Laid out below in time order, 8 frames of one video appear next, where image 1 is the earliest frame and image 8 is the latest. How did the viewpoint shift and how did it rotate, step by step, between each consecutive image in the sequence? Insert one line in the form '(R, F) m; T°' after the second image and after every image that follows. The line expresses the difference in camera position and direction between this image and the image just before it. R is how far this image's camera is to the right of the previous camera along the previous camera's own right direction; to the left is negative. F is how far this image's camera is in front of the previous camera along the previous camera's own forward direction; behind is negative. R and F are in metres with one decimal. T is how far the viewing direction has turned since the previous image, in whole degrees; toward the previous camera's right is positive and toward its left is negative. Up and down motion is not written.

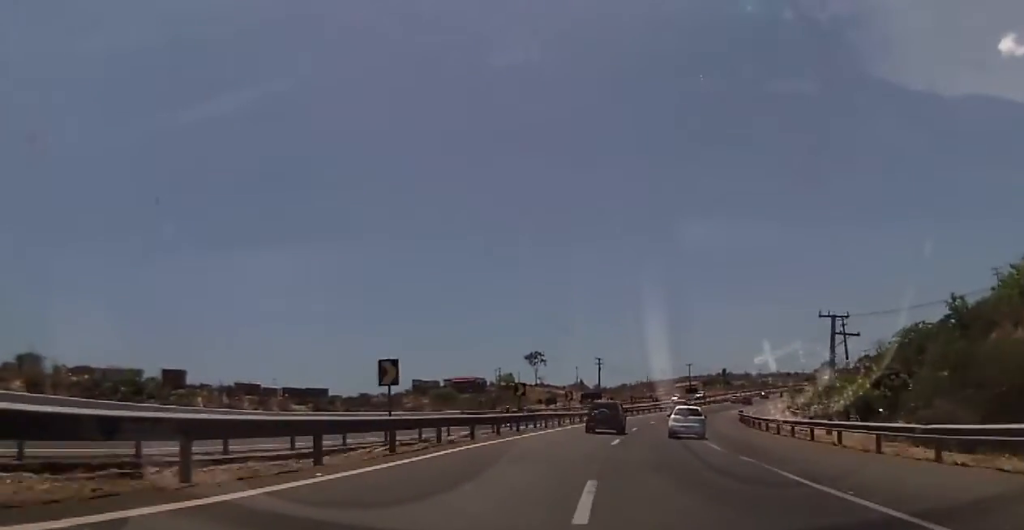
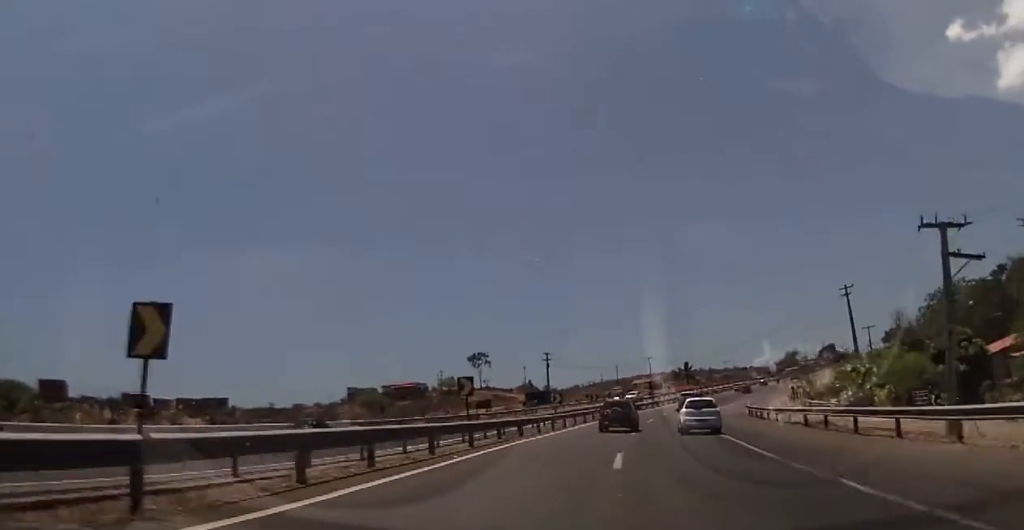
(+1.4, +26.6) m; +4°
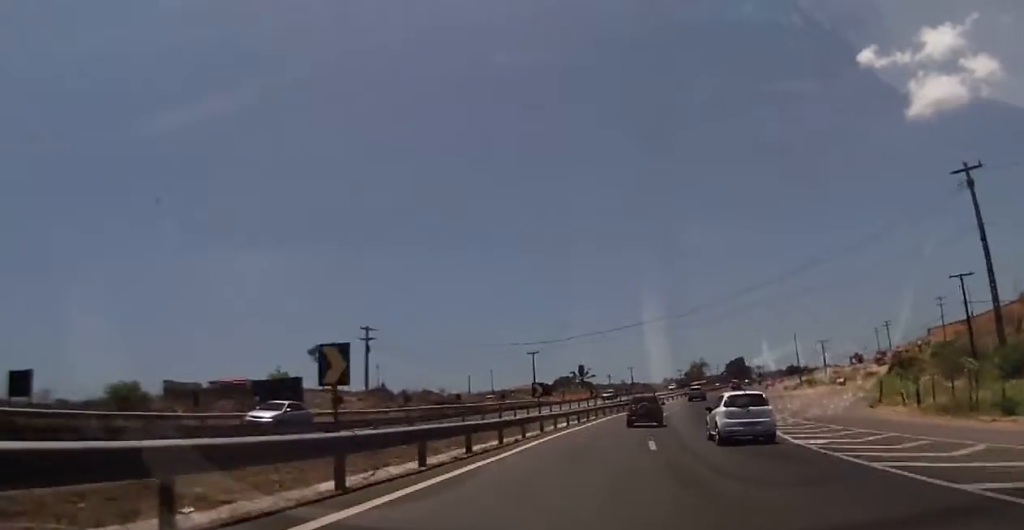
(+4.7, +61.7) m; +10°
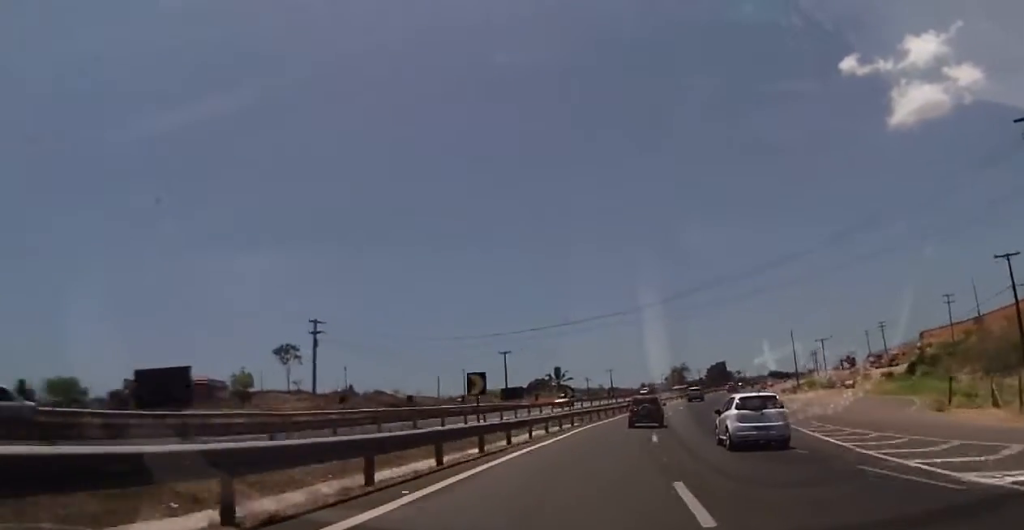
(0.0, +11.6) m; +2°
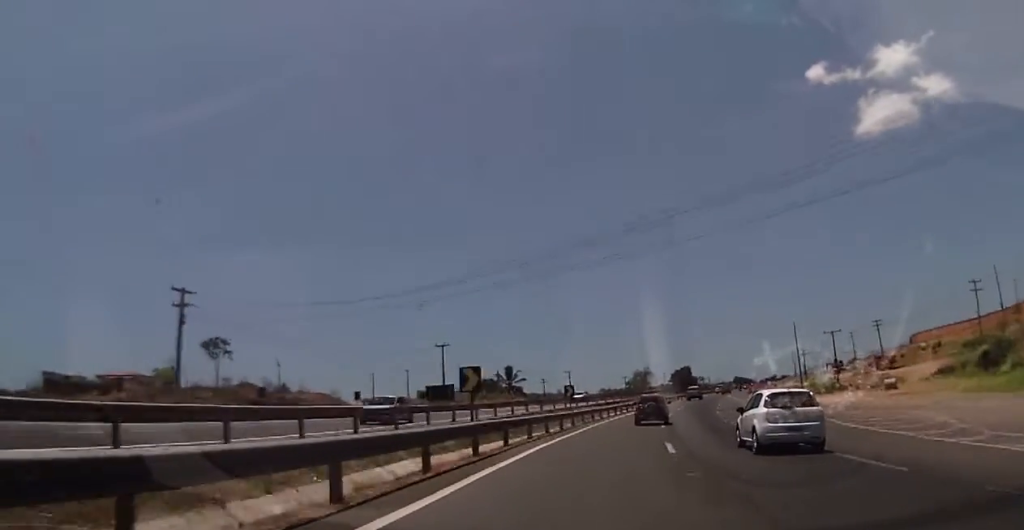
(+0.8, +22.6) m; +3°
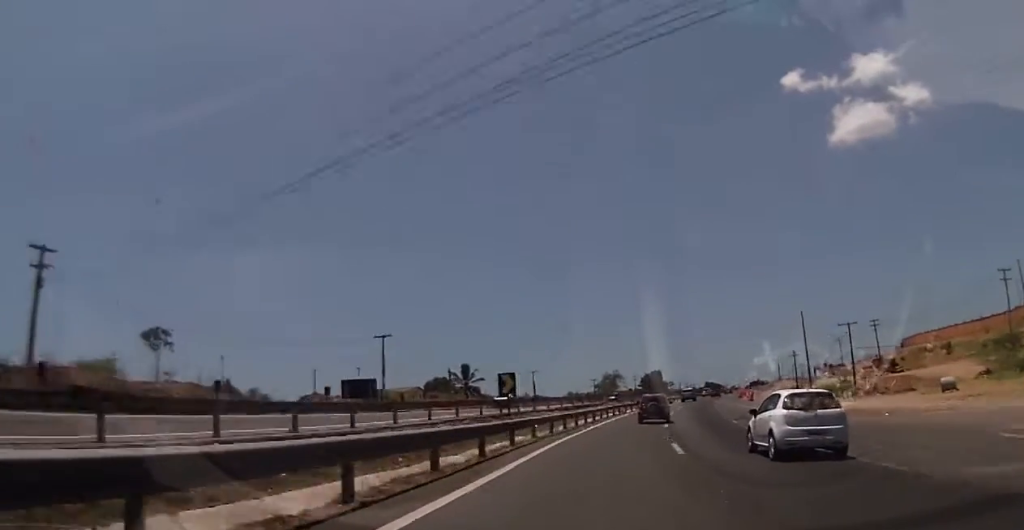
(+0.4, +16.5) m; +3°
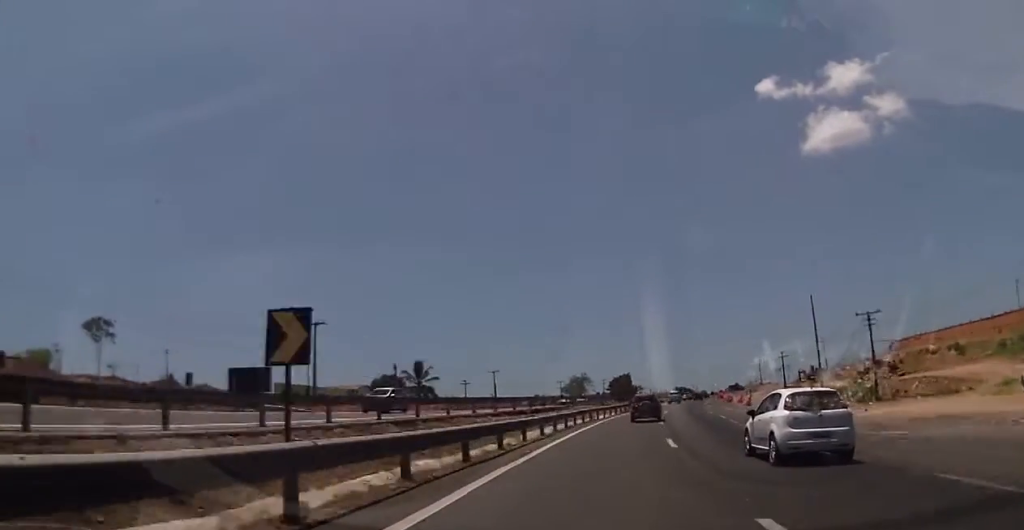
(+0.3, +13.9) m; +3°
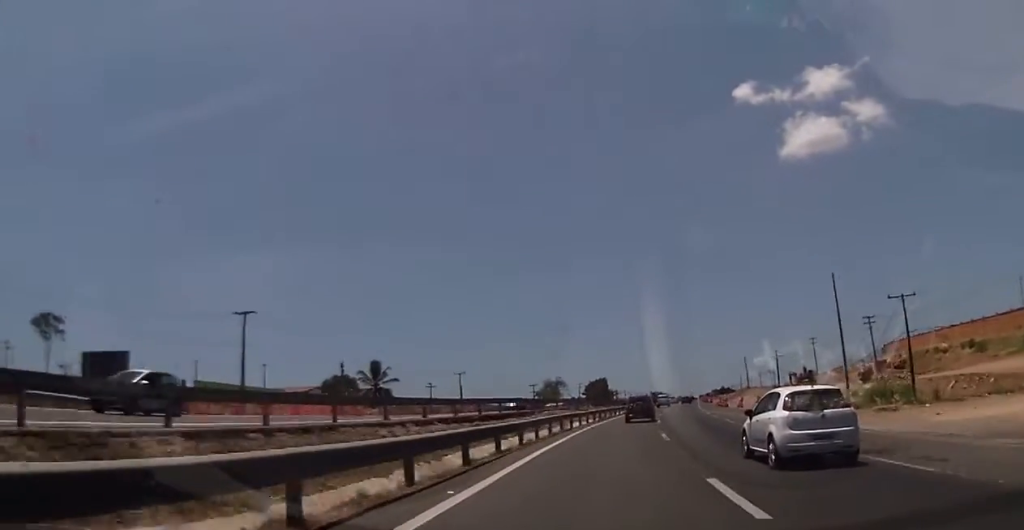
(+0.2, +12.2) m; +3°
